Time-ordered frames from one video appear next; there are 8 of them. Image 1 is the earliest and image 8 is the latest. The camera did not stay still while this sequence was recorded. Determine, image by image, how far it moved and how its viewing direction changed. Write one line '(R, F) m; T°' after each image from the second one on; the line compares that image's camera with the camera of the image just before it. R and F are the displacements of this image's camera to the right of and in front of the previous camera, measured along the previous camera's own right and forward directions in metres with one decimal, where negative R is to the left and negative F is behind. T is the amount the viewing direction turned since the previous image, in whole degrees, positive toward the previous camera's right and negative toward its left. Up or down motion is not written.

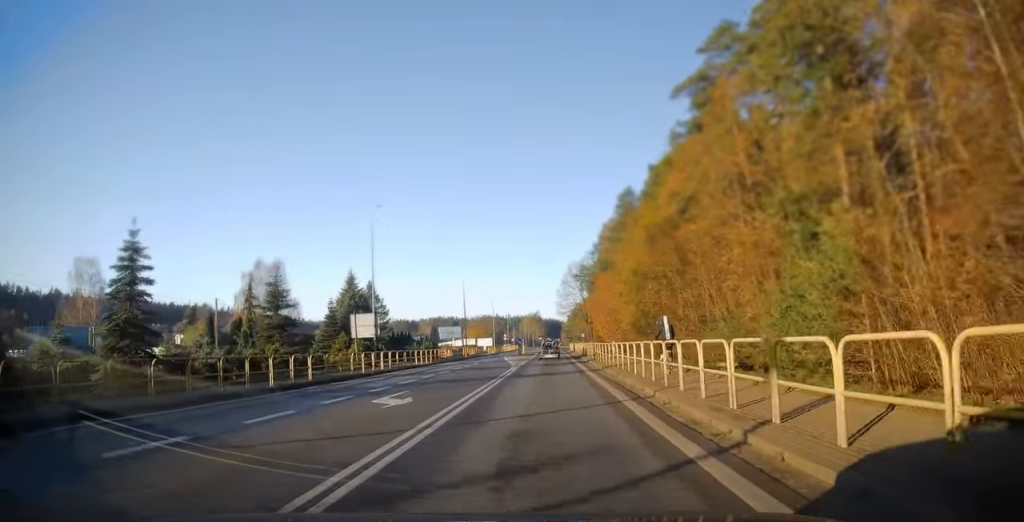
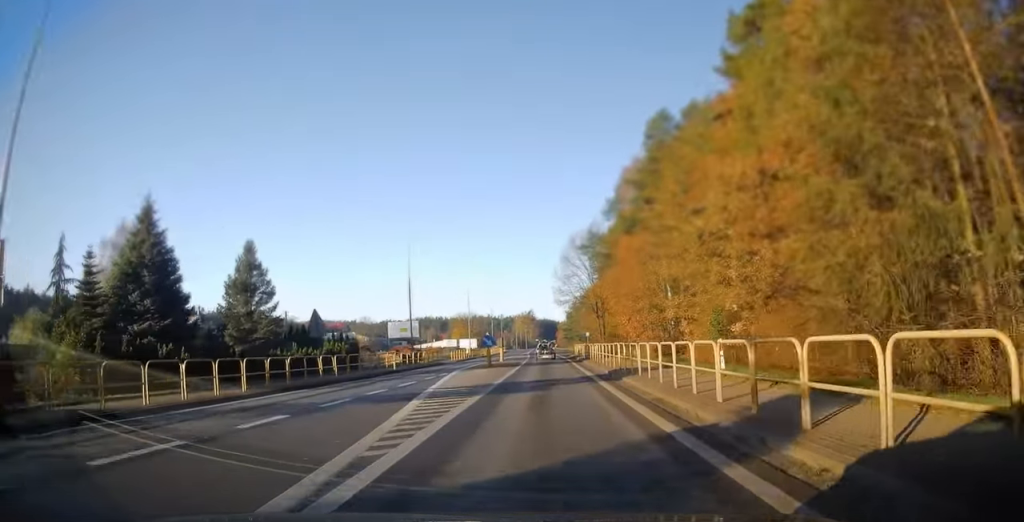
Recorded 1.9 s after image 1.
(+0.6, +32.8) m; +2°
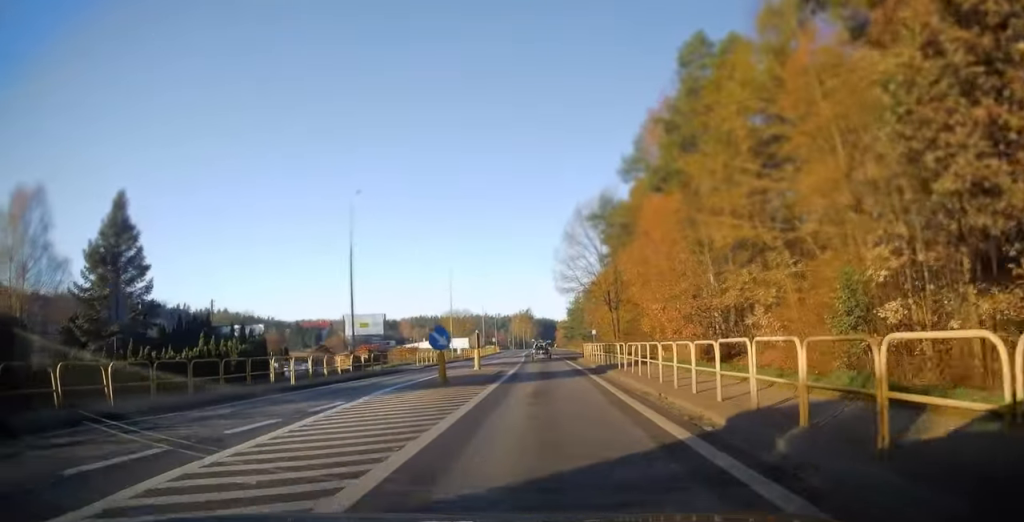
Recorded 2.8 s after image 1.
(0.0, +16.8) m; 0°
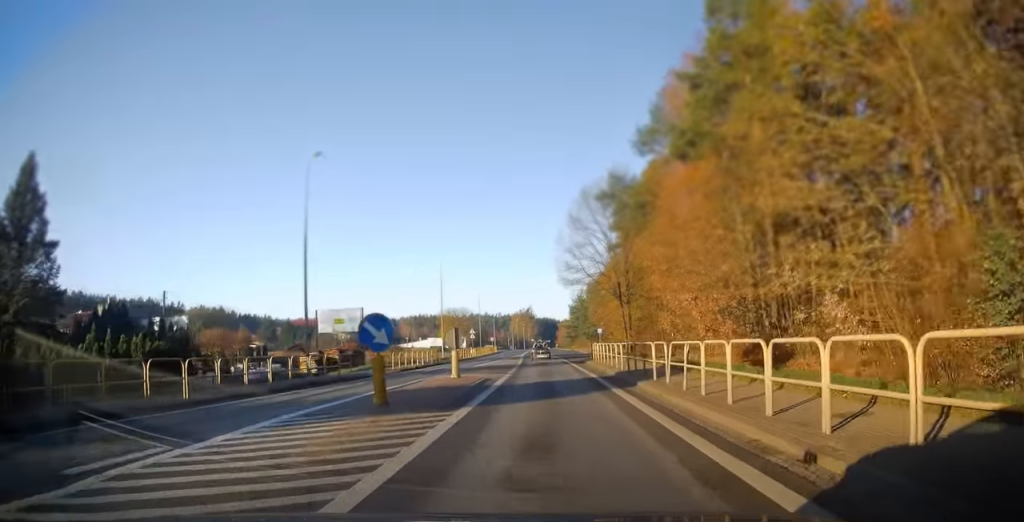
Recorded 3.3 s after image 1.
(0.0, +8.0) m; 0°
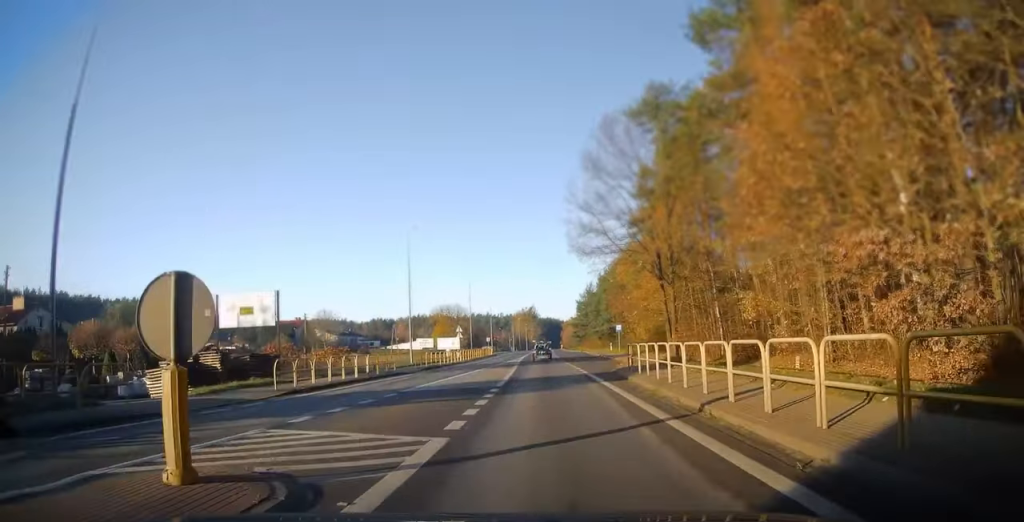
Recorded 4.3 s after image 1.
(0.0, +18.2) m; 0°
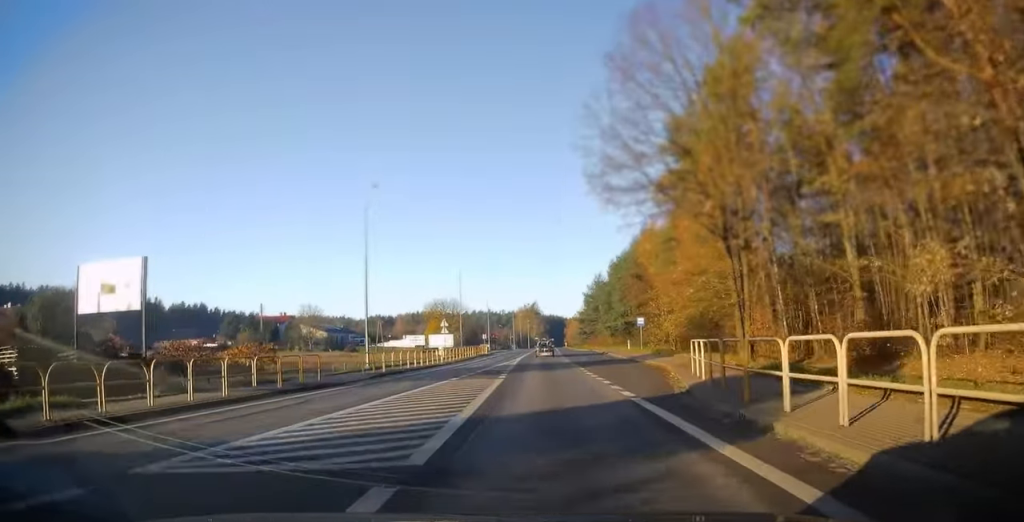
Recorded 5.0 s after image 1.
(0.0, +13.5) m; 0°
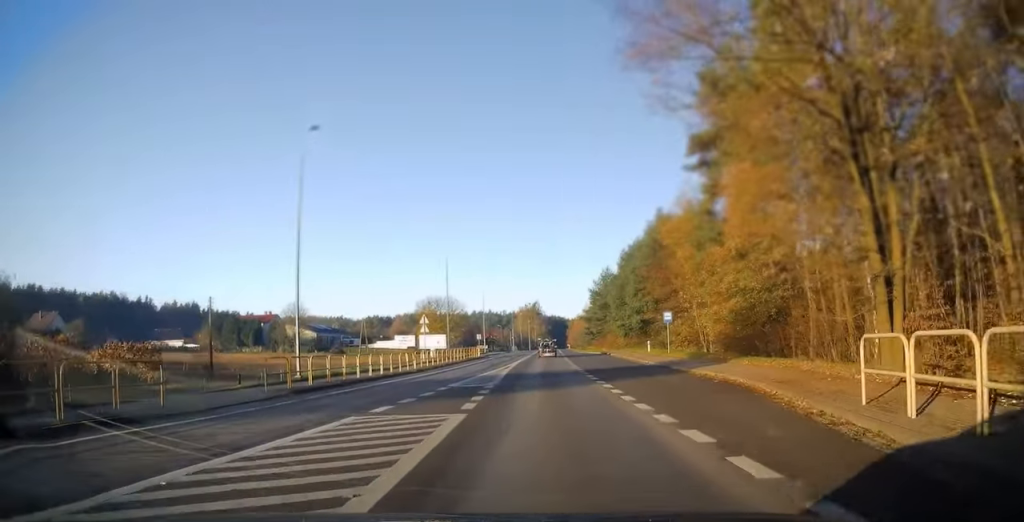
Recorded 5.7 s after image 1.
(0.0, +11.2) m; 0°
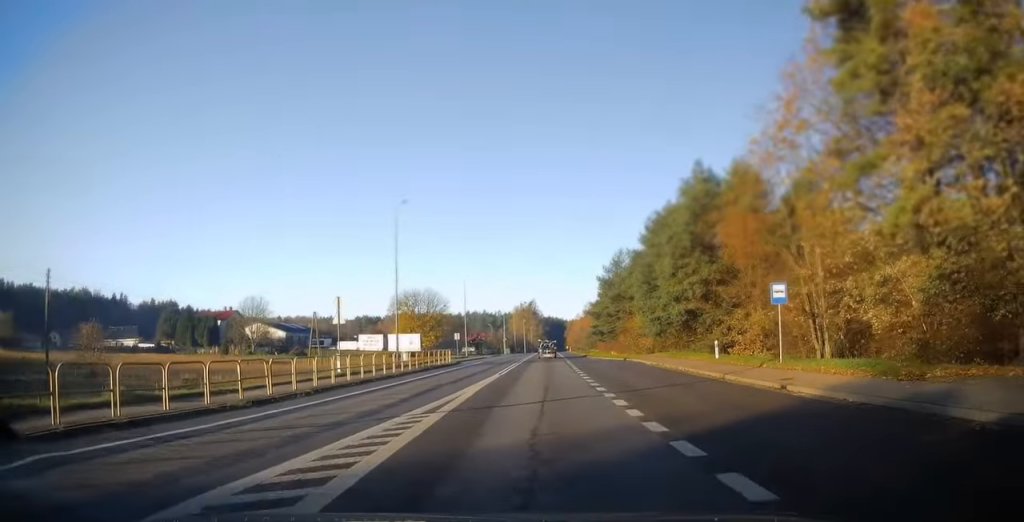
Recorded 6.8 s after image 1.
(0.0, +21.3) m; 0°
